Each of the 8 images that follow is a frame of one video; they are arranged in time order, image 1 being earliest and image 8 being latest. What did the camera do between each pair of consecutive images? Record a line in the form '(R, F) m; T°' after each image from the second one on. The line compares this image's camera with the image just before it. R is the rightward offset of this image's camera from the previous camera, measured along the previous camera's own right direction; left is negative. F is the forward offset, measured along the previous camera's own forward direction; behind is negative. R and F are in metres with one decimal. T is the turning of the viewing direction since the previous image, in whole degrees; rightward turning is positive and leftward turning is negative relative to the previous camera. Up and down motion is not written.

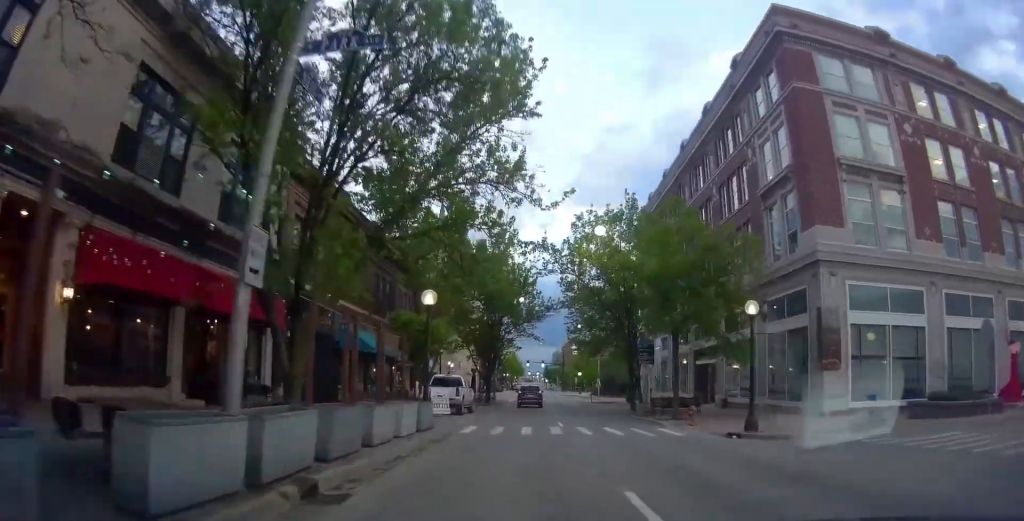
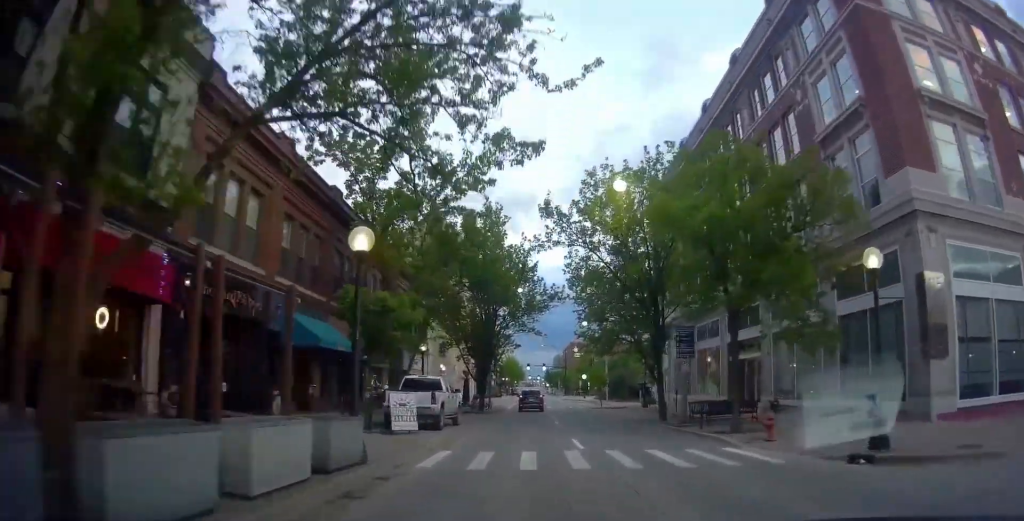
(+0.2, +7.3) m; +2°
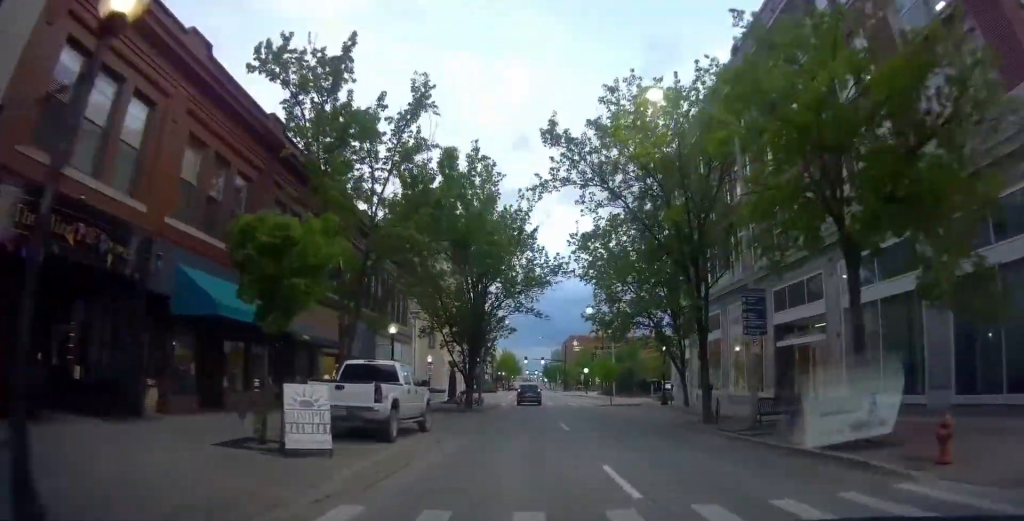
(0.0, +7.6) m; 0°
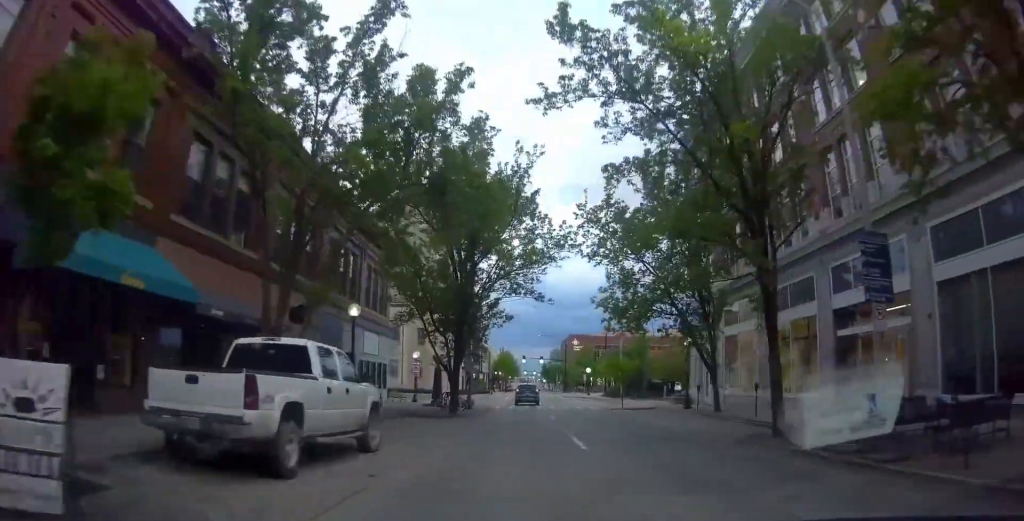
(0.0, +6.0) m; 0°
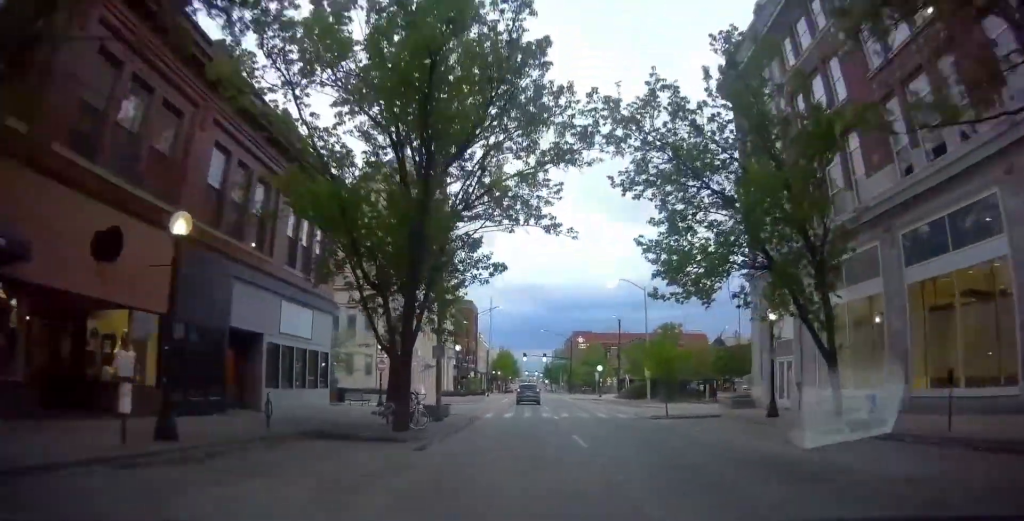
(0.0, +11.9) m; 0°
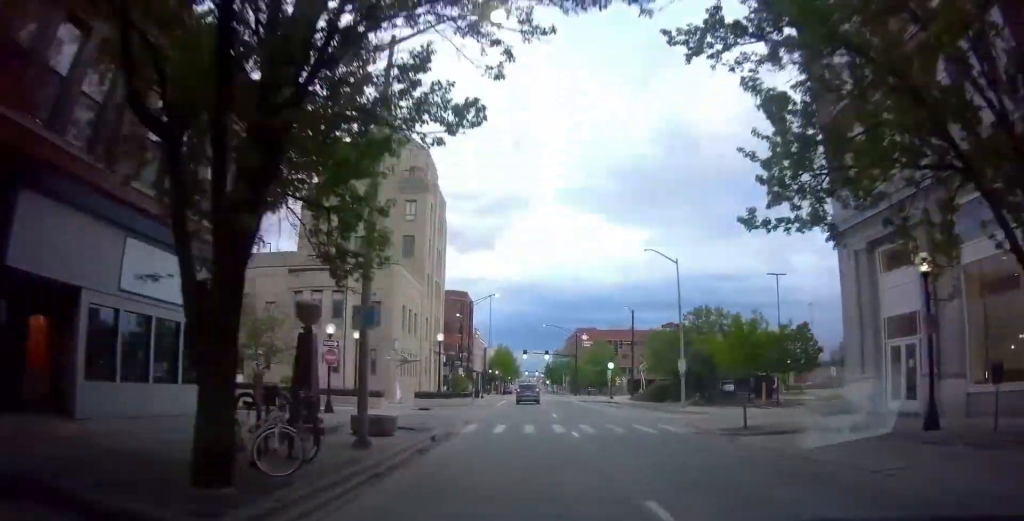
(0.0, +10.0) m; 0°
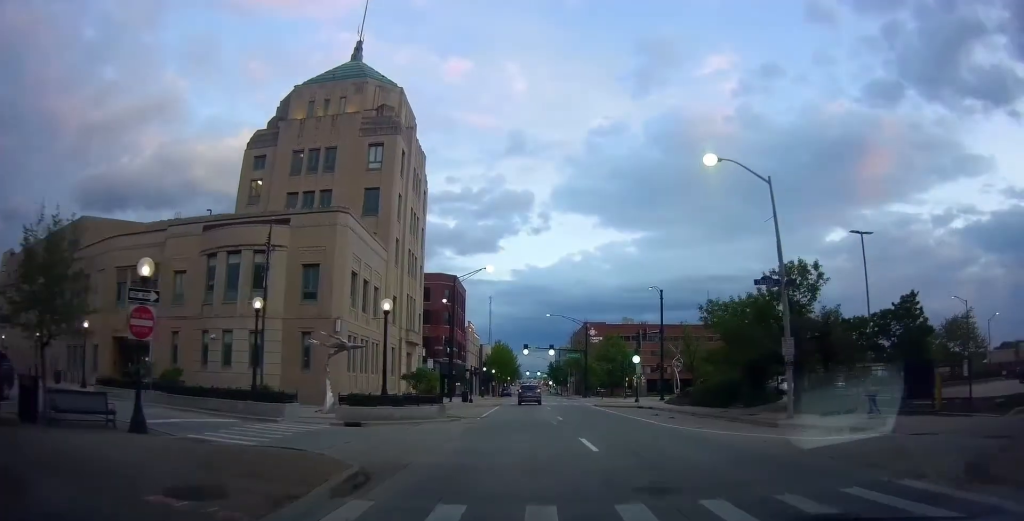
(-0.3, +14.5) m; -4°
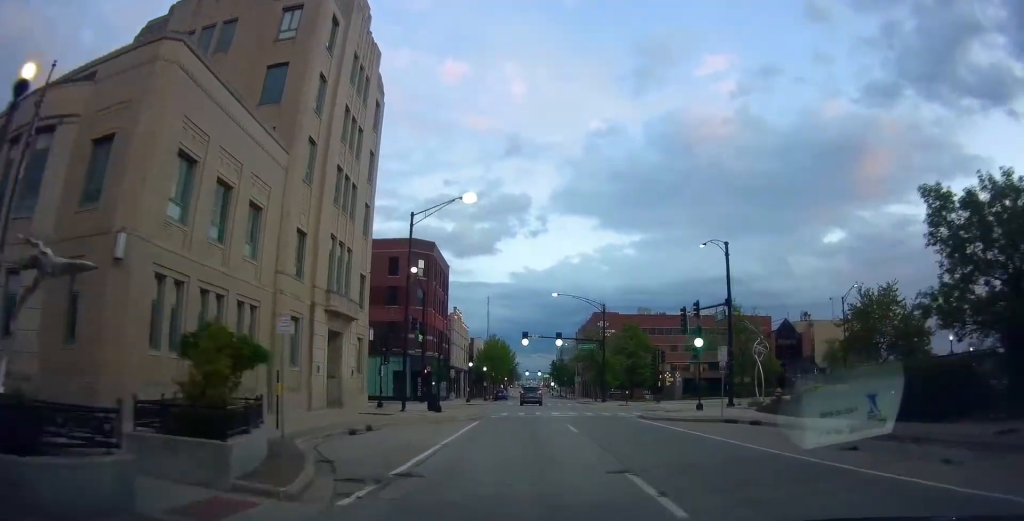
(0.0, +18.9) m; +4°
